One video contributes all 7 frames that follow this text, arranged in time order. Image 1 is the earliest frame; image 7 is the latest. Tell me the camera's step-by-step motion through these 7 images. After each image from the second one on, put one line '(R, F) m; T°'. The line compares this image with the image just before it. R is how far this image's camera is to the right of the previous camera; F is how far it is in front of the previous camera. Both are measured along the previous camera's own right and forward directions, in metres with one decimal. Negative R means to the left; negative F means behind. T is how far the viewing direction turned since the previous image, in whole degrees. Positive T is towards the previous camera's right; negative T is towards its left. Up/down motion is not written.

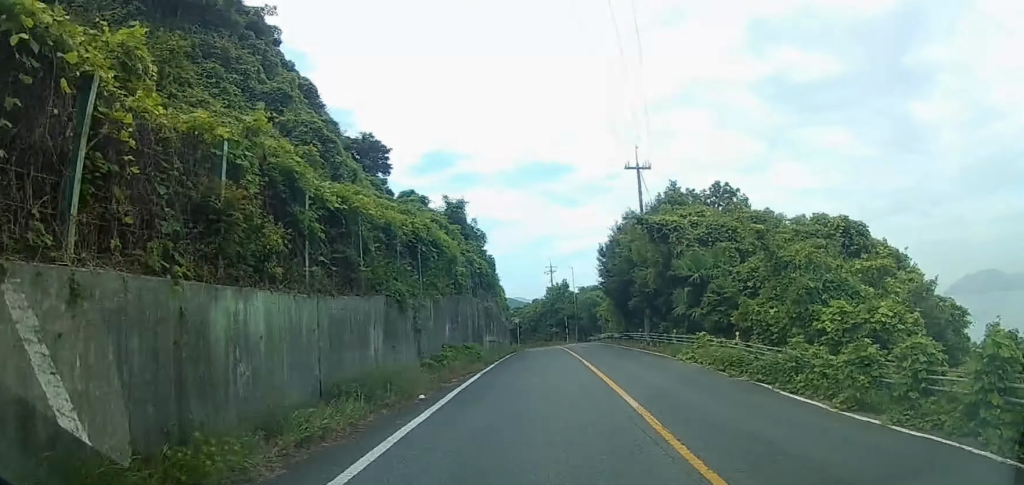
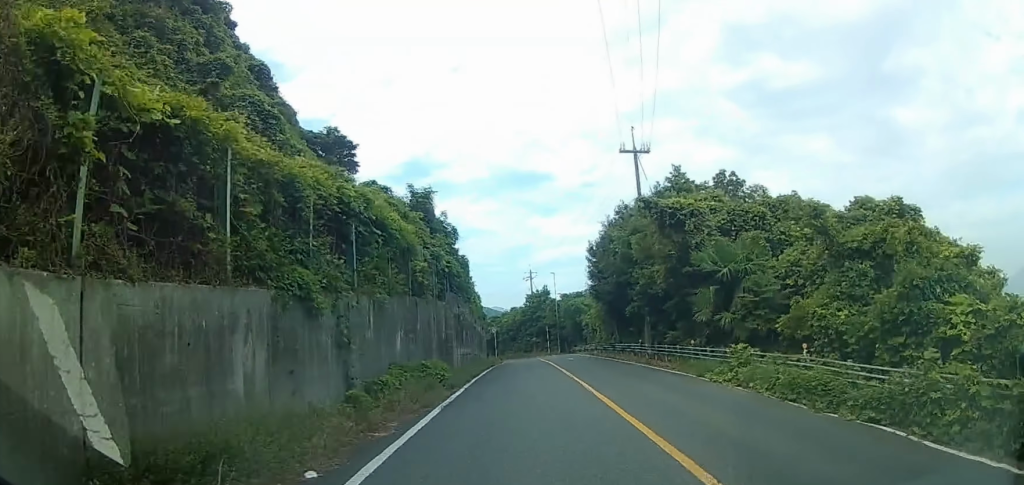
(+0.2, +6.9) m; +5°
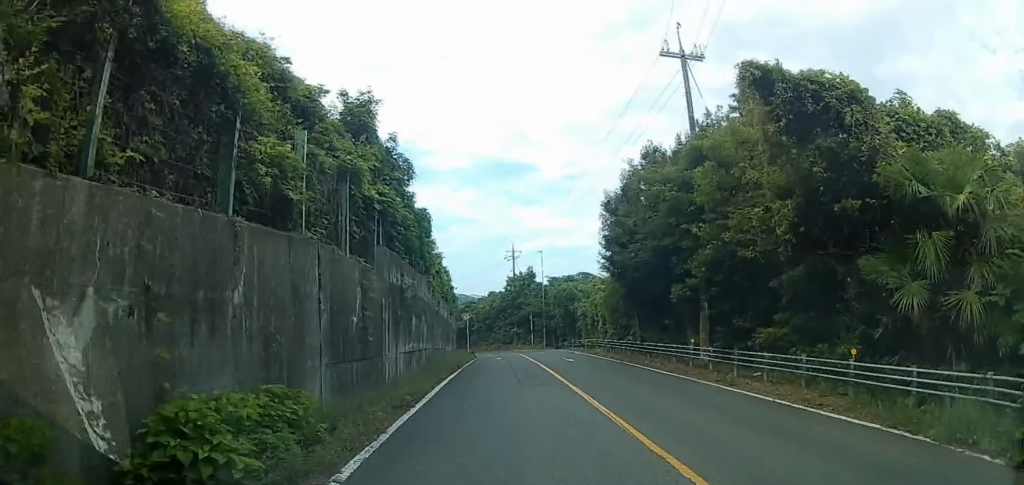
(+1.4, +13.0) m; +8°
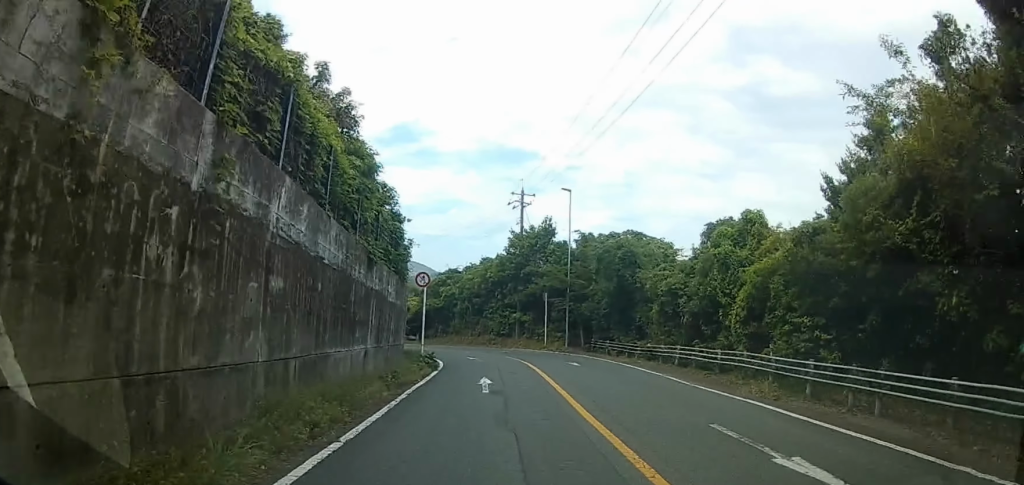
(+0.8, +25.6) m; +3°
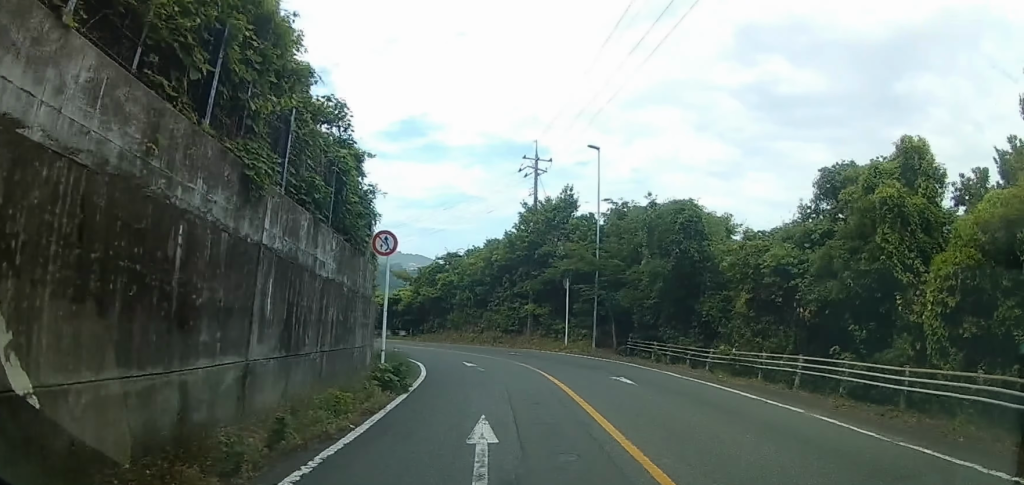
(+0.1, +8.5) m; 0°
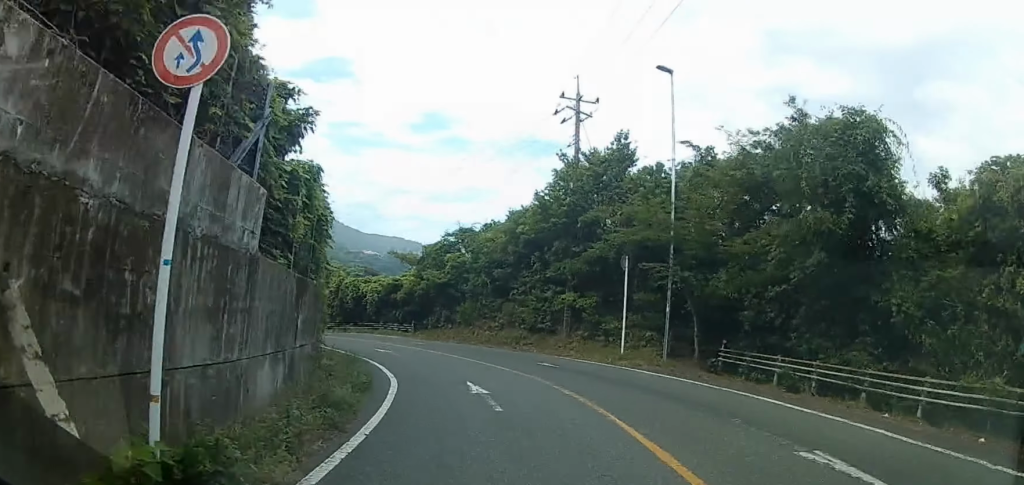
(0.0, +9.7) m; -1°
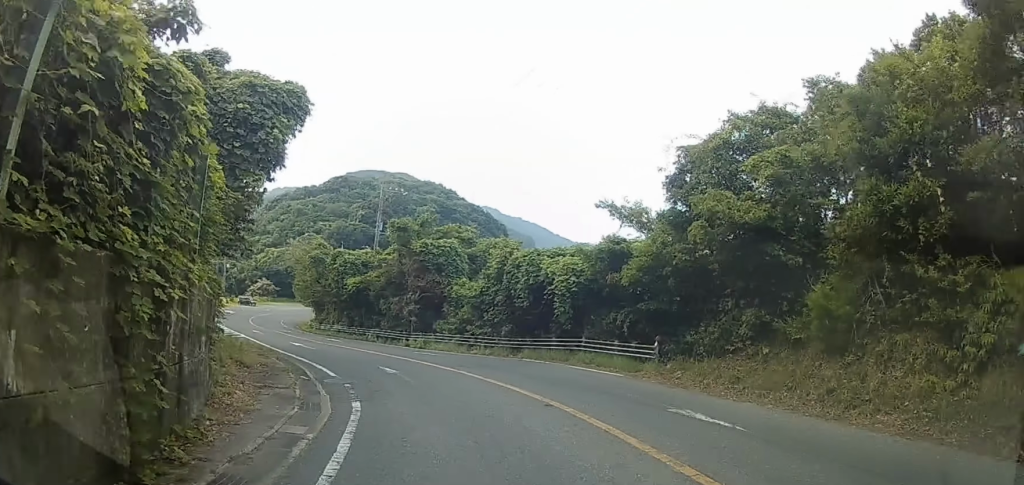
(-2.5, +25.4) m; -14°
